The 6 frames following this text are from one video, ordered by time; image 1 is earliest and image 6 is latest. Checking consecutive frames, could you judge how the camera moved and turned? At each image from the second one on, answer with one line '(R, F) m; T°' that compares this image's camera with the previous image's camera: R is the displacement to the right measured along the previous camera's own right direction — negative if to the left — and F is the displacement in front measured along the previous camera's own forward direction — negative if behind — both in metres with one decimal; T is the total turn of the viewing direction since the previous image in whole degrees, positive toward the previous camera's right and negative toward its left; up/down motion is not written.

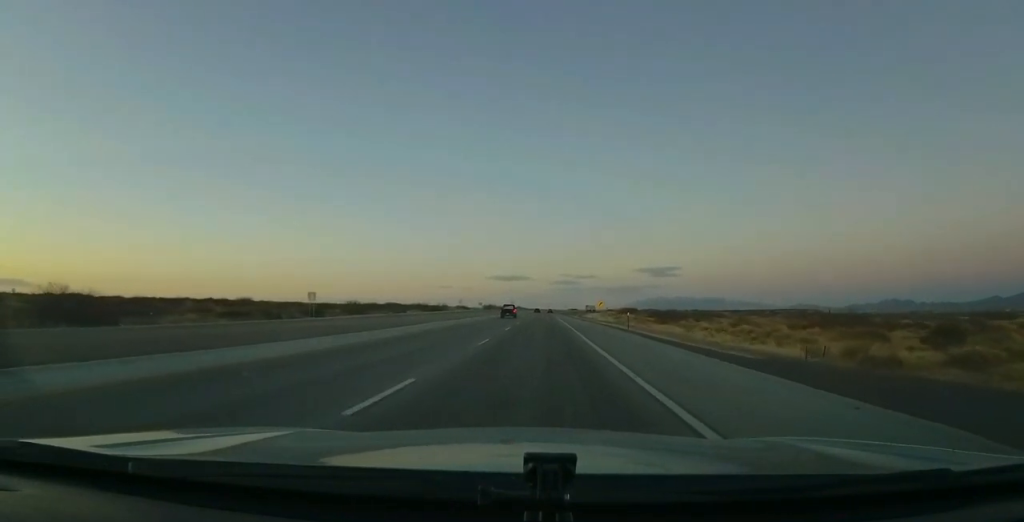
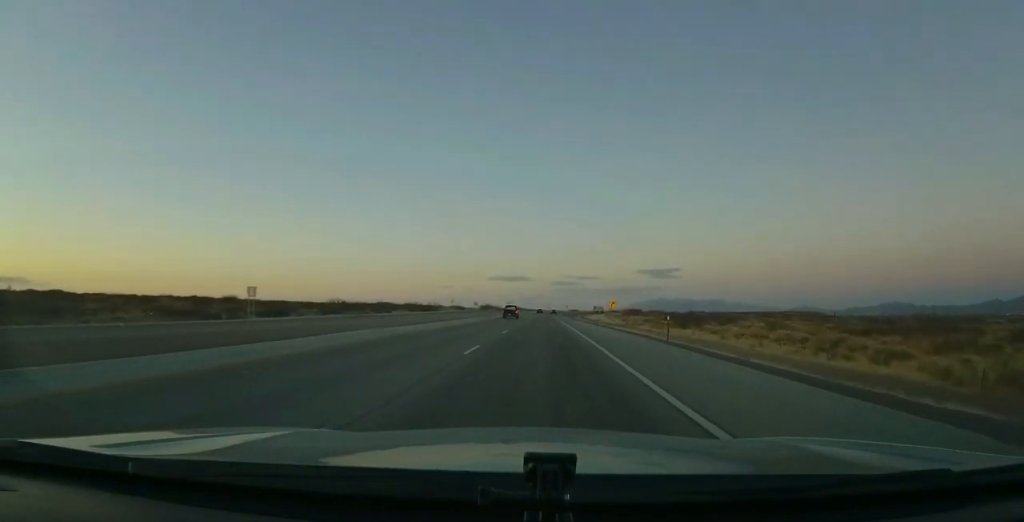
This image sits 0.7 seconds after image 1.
(0.0, +16.2) m; 0°
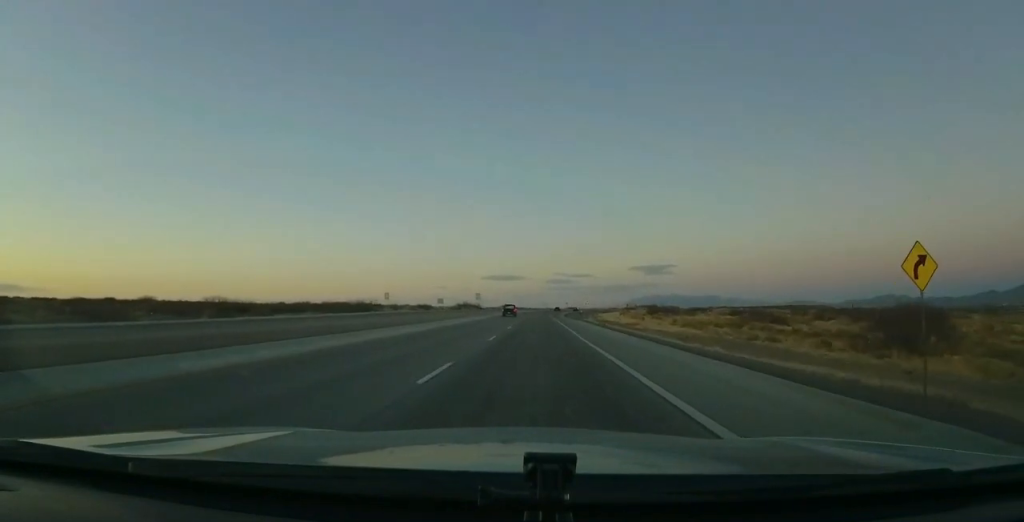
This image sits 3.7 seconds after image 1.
(+0.4, +66.8) m; +2°
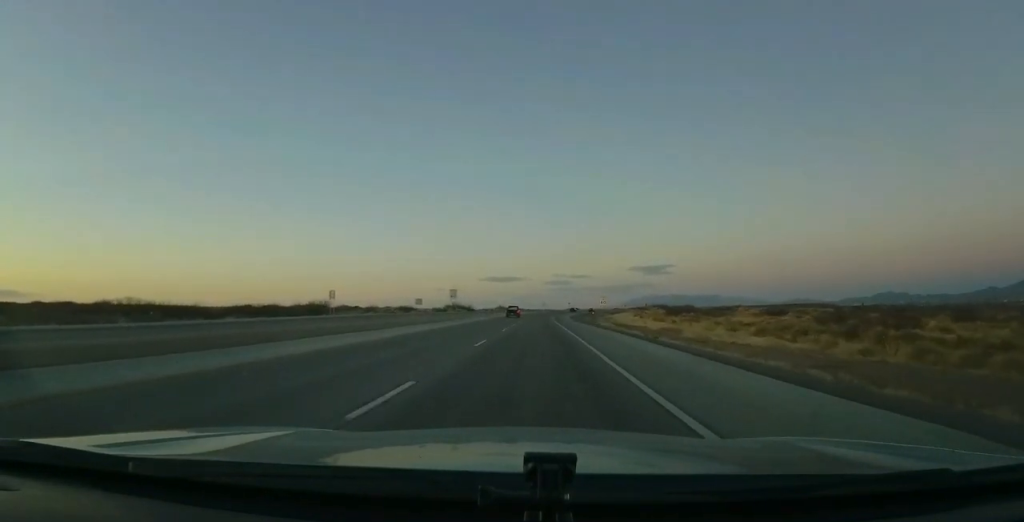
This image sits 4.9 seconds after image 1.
(+0.3, +27.1) m; 0°
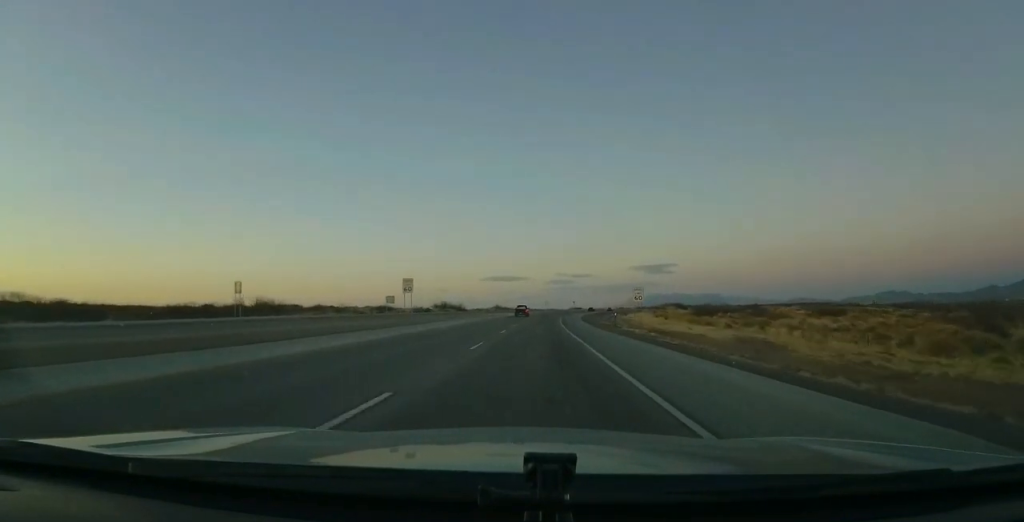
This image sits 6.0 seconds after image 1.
(-0.4, +25.3) m; 0°
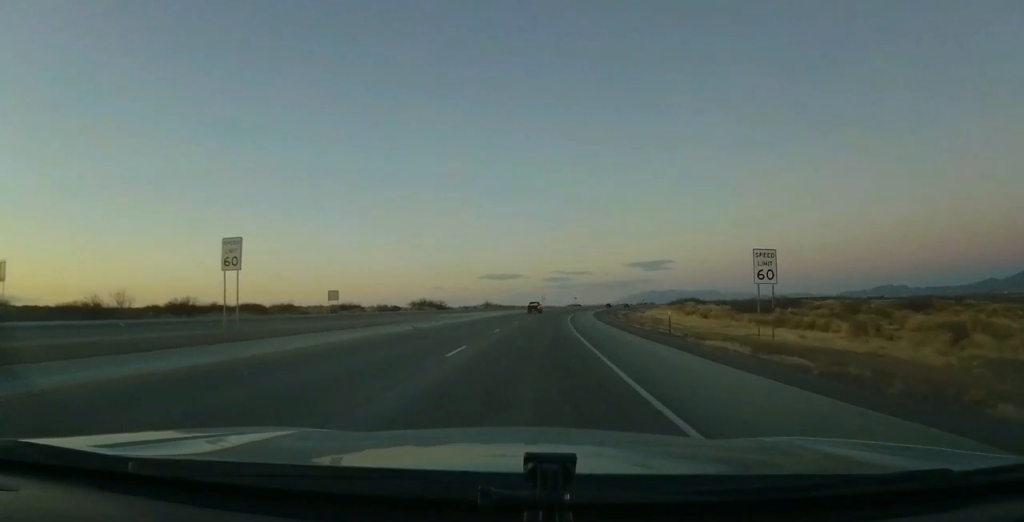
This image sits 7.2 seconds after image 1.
(+0.3, +27.4) m; +1°
